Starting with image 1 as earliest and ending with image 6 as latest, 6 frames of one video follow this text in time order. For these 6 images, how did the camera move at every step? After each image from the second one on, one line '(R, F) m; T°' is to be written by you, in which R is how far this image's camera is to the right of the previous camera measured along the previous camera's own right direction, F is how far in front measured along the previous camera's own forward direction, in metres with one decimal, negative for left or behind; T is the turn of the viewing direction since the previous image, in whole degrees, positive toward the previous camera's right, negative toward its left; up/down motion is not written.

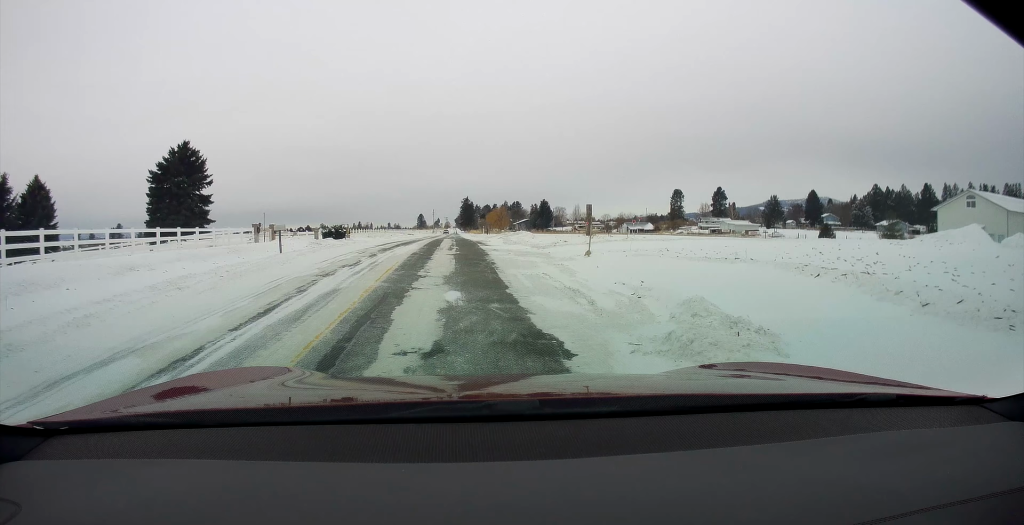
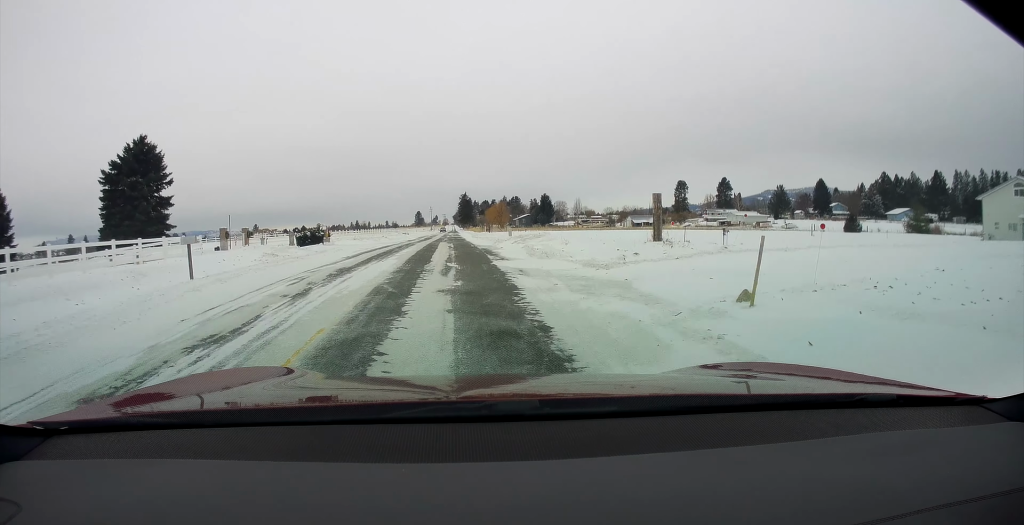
(0.0, +8.9) m; +1°
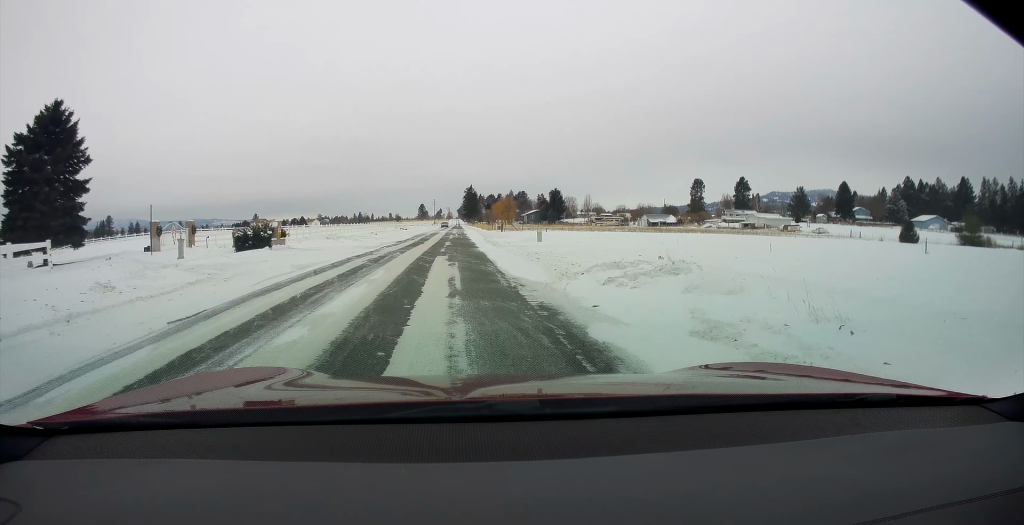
(+0.3, +14.3) m; -1°
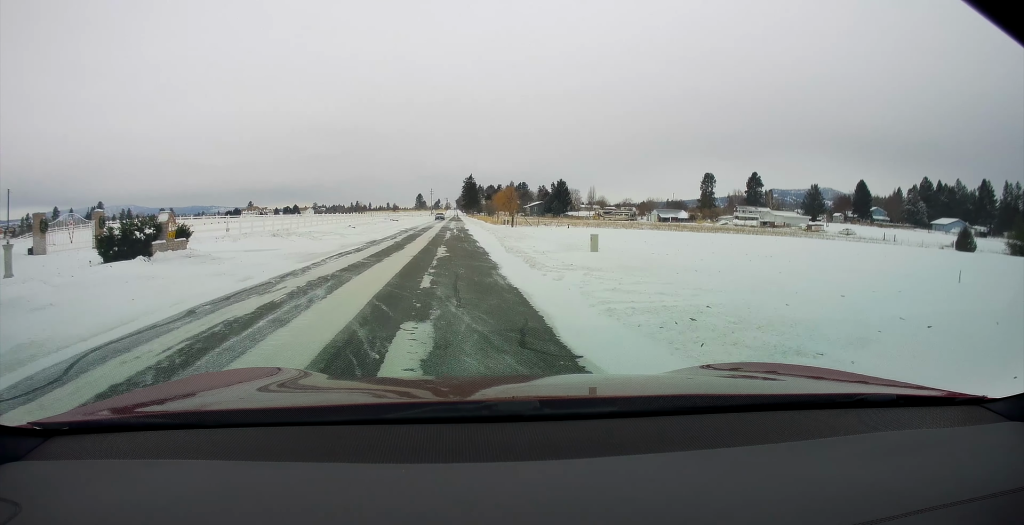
(-0.4, +13.5) m; -2°
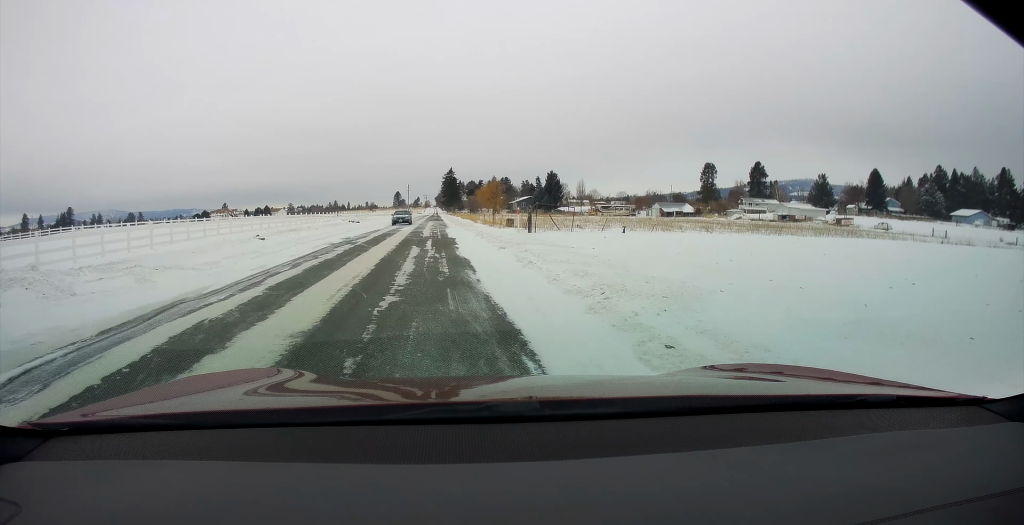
(0.0, +22.1) m; 0°
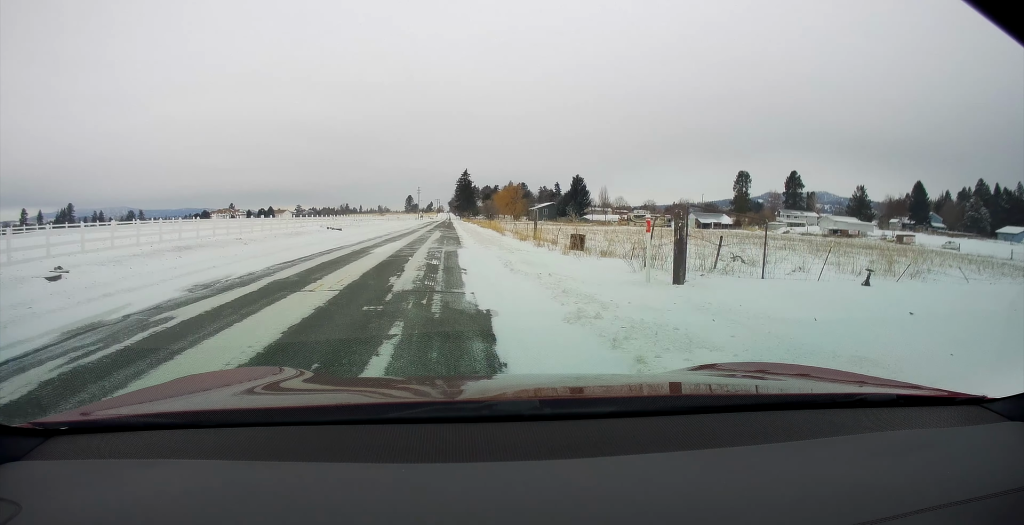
(0.0, +19.5) m; 0°
